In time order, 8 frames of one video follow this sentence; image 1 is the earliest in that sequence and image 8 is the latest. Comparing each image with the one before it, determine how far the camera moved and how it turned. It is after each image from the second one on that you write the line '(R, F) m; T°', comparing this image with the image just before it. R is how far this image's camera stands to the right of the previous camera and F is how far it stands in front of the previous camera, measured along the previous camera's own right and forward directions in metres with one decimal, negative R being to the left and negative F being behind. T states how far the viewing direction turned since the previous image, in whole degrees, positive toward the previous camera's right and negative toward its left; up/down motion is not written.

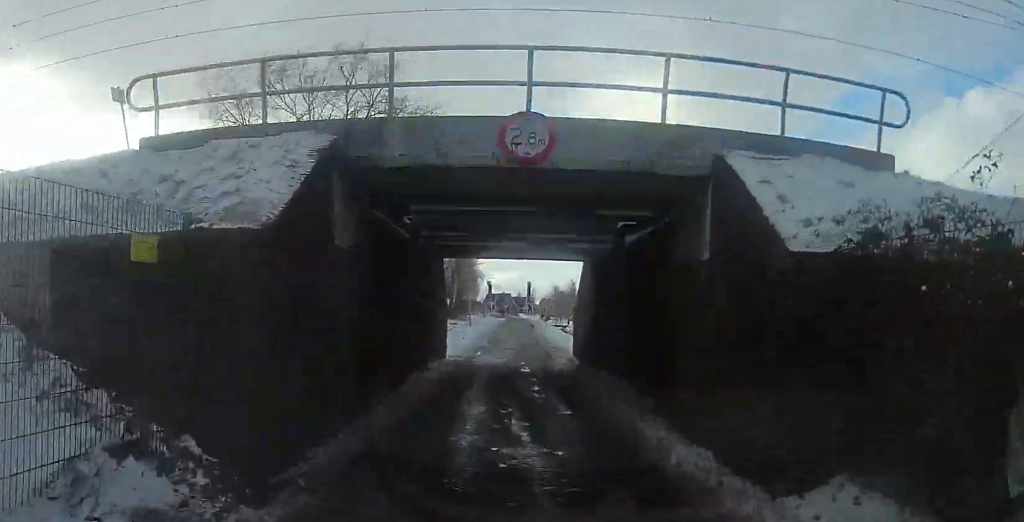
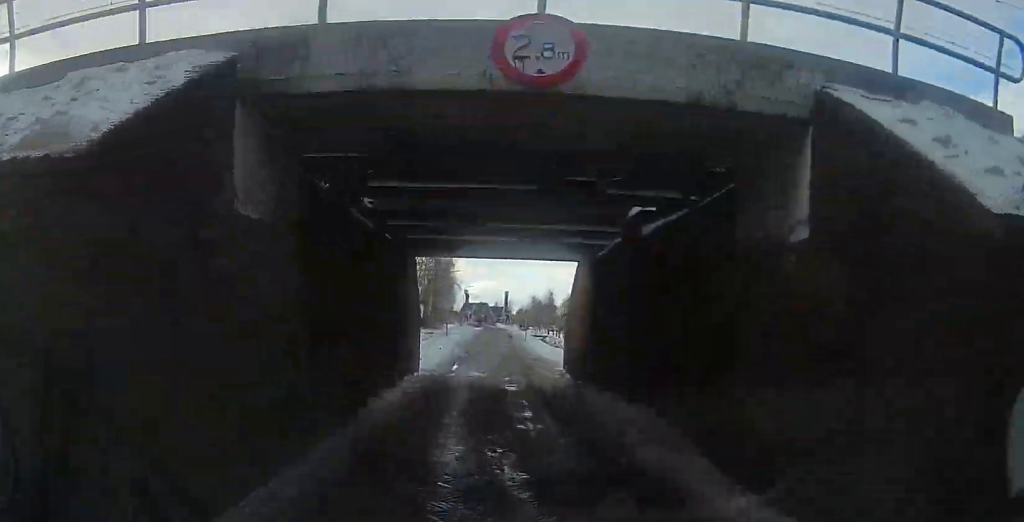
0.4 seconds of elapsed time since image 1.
(-0.2, +2.3) m; +6°
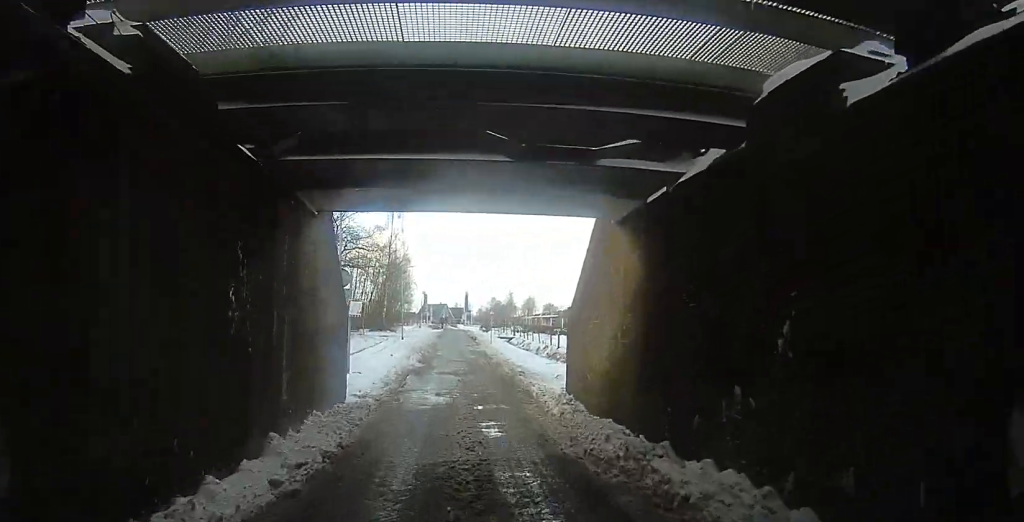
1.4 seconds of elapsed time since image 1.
(+1.0, +5.6) m; +3°
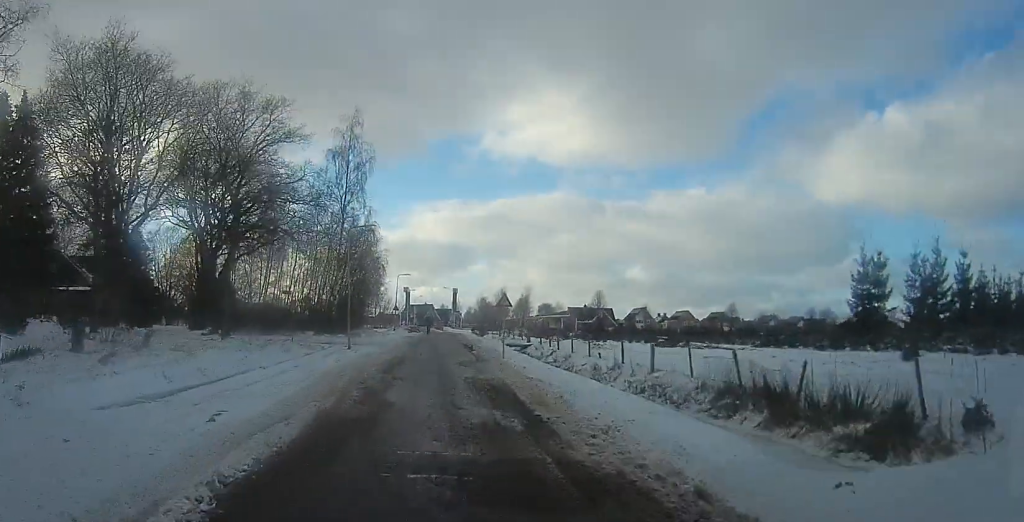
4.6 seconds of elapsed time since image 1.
(+1.1, +19.9) m; +3°
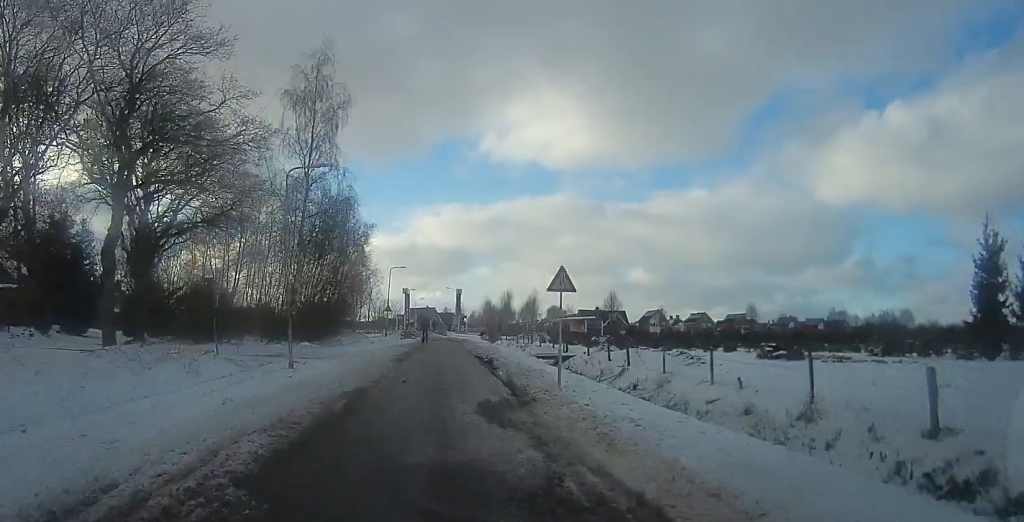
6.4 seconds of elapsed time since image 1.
(-0.9, +11.9) m; -4°
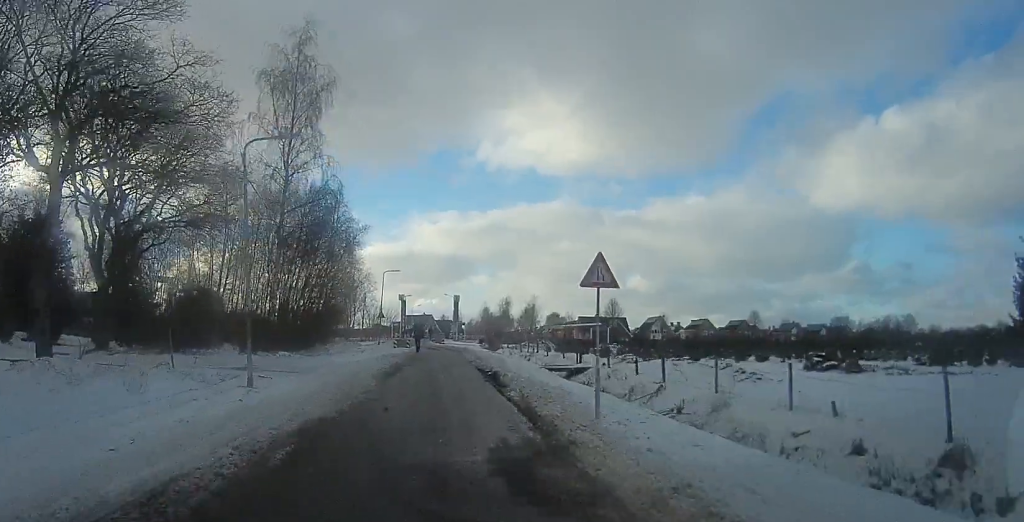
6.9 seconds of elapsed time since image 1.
(0.0, +3.6) m; 0°
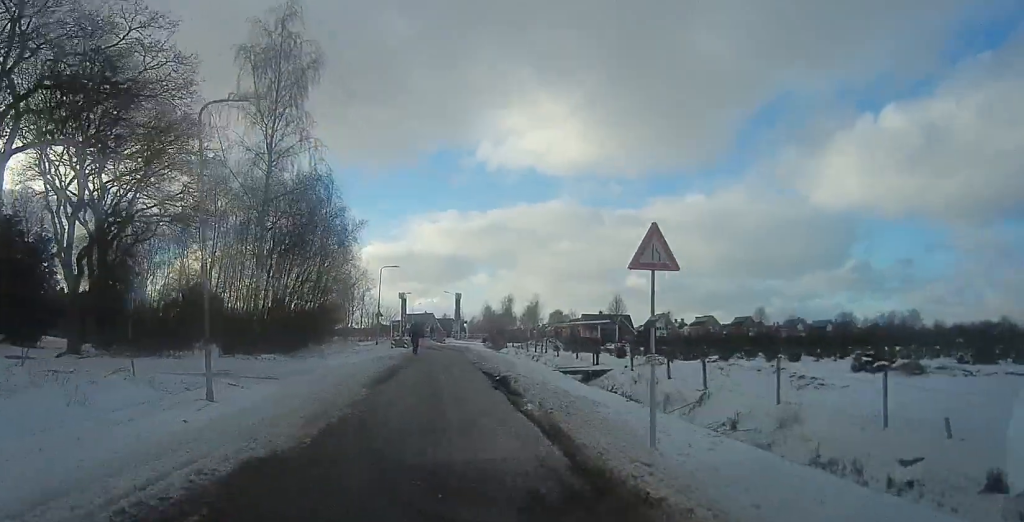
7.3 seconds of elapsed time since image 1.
(0.0, +2.6) m; +1°
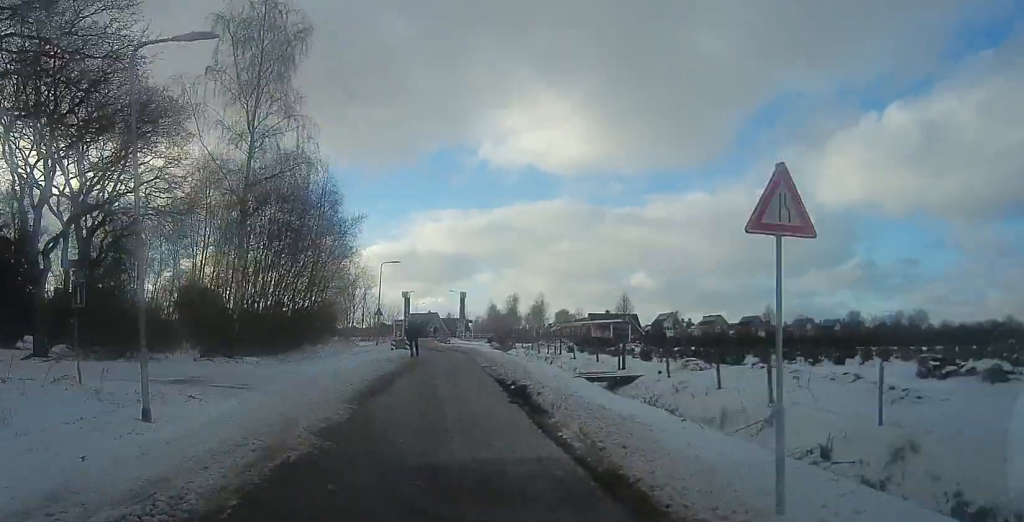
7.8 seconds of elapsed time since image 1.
(0.0, +2.9) m; +1°
